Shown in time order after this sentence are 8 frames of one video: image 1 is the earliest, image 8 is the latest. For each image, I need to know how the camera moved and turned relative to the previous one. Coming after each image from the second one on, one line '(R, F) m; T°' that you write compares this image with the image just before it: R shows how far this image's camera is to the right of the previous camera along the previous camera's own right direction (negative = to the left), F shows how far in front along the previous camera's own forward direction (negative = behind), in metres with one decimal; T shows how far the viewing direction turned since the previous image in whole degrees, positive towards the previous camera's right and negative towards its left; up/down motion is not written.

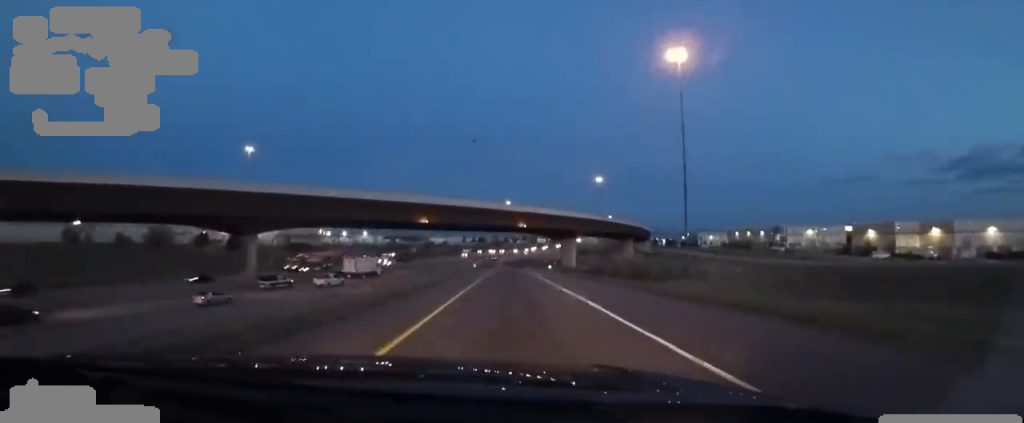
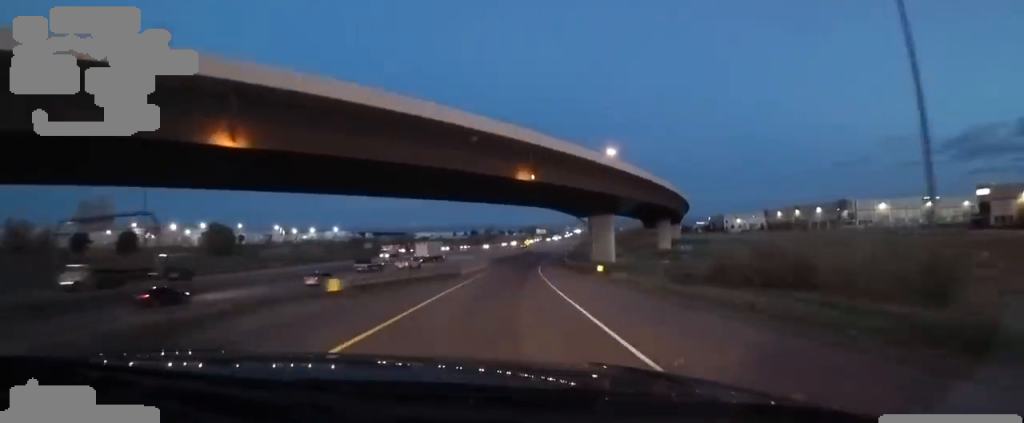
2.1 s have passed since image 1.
(+2.0, +55.4) m; +3°
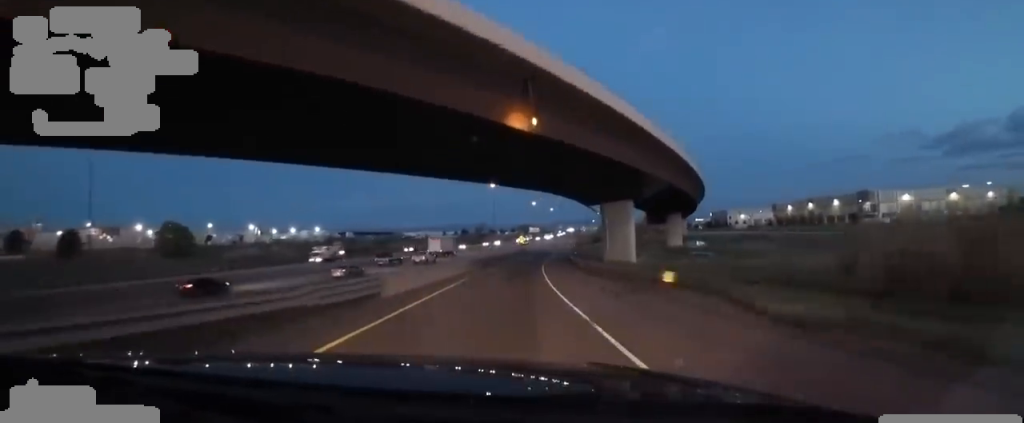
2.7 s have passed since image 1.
(-0.6, +18.5) m; 0°
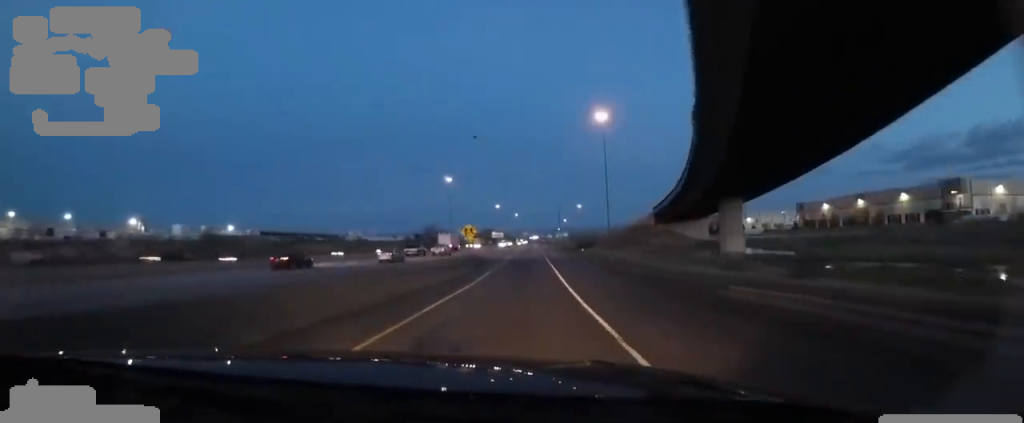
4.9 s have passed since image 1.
(+1.6, +58.4) m; +3°
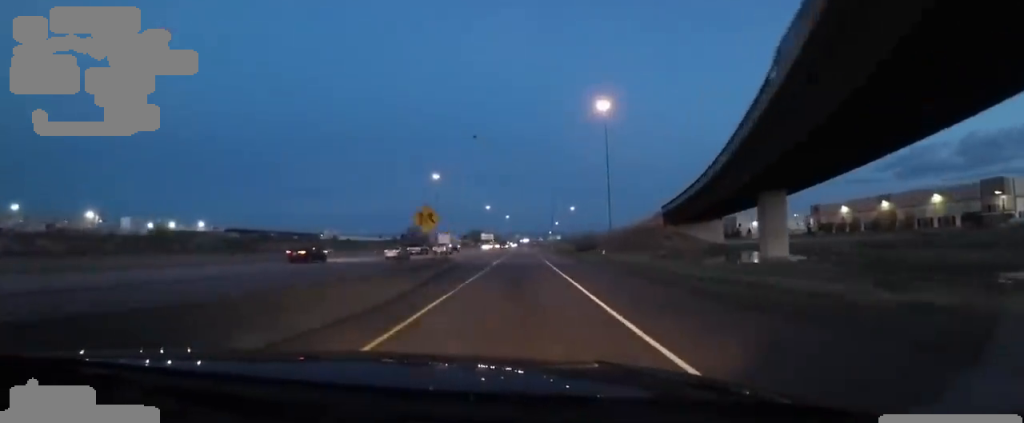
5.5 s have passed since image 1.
(0.0, +17.4) m; +1°
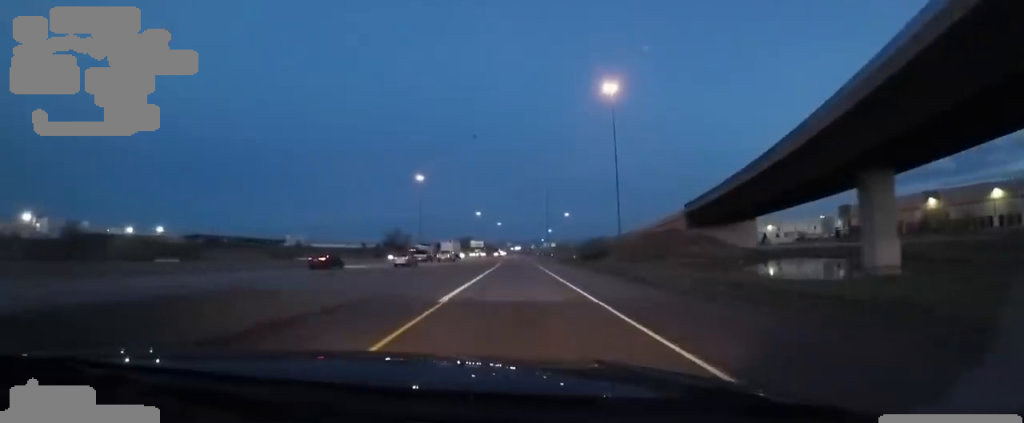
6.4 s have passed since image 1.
(+0.3, +24.9) m; +2°
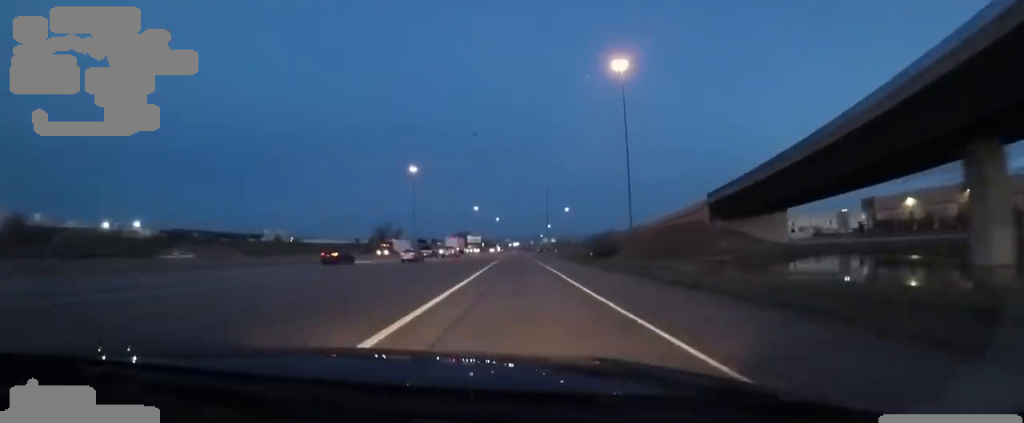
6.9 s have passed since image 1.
(+0.7, +13.9) m; 0°
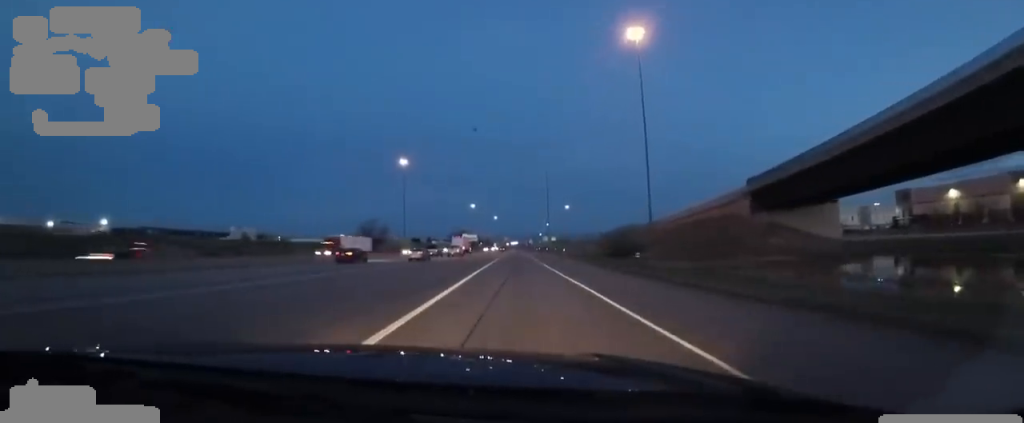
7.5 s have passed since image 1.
(-0.1, +17.4) m; 0°
